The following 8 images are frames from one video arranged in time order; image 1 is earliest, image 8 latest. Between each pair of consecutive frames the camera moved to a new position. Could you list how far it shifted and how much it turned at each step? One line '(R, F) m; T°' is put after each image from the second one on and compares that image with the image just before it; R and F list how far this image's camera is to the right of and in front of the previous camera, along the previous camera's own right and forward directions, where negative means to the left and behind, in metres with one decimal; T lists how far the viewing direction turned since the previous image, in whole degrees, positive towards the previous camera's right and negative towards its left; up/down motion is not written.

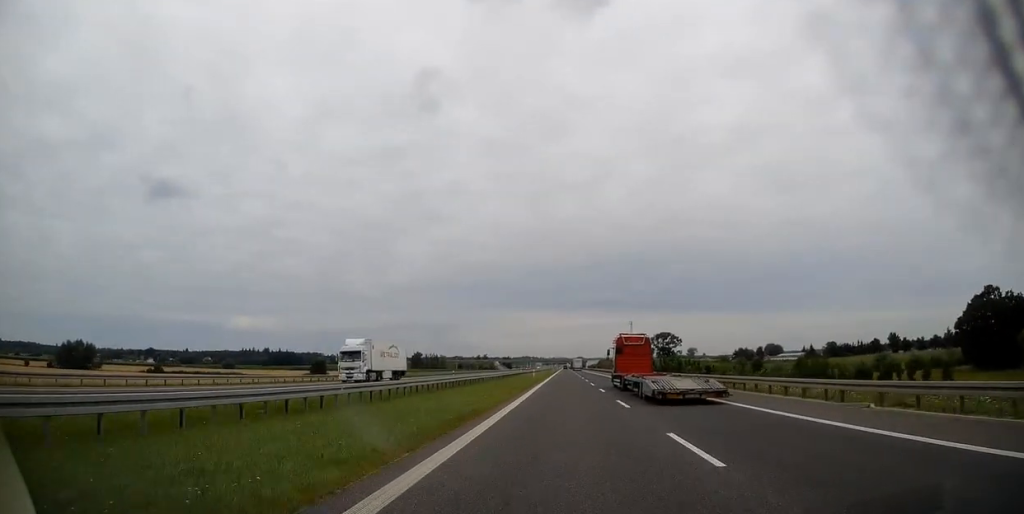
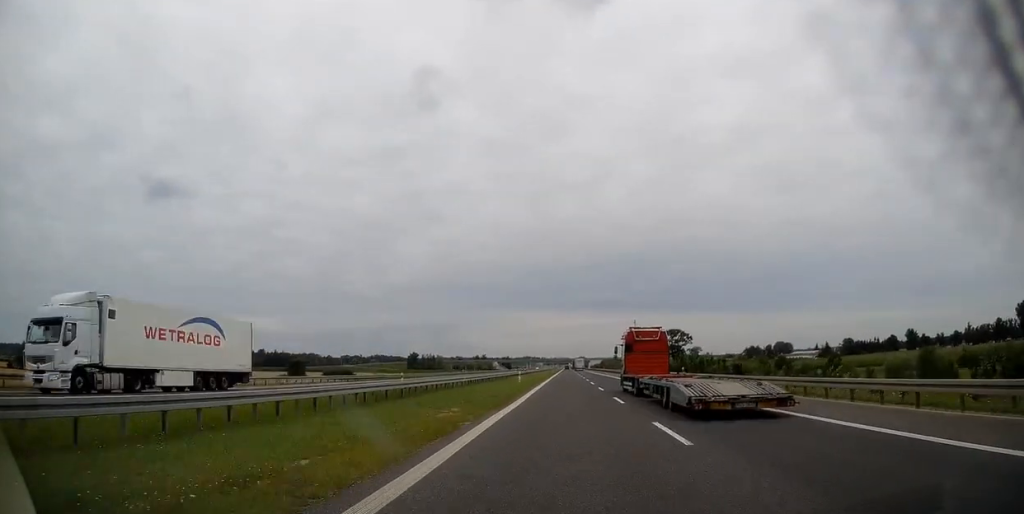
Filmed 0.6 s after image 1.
(0.0, +22.1) m; 0°
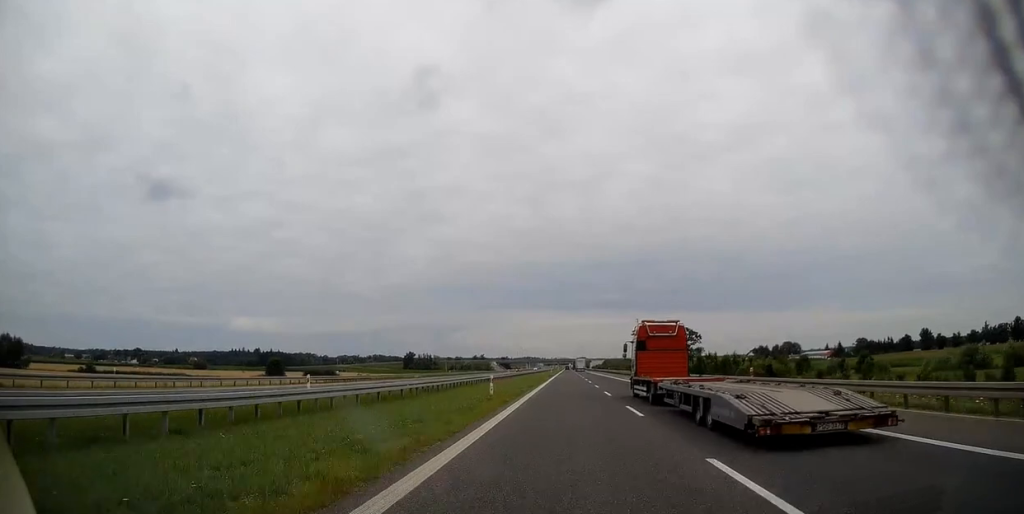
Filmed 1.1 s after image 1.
(-0.2, +17.4) m; 0°
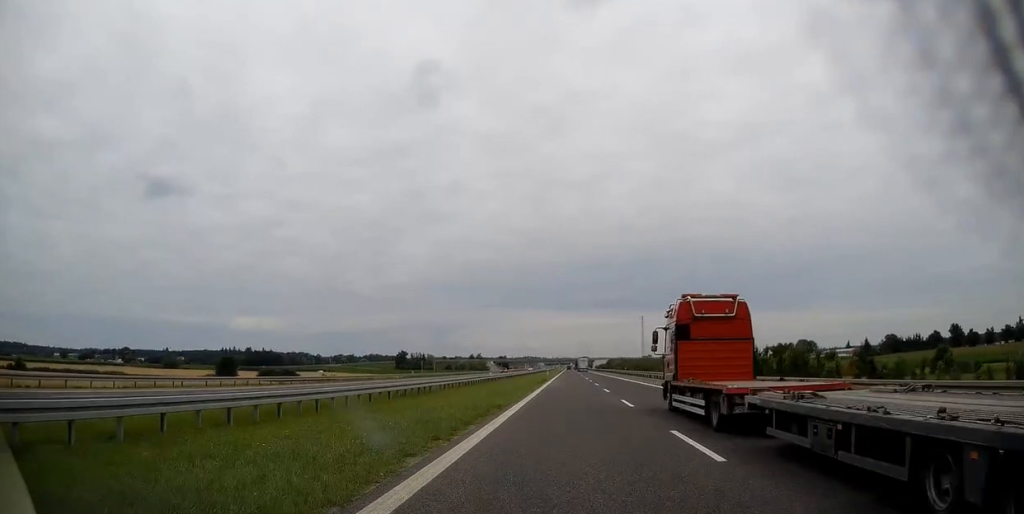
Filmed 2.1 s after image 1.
(+0.1, +32.6) m; 0°
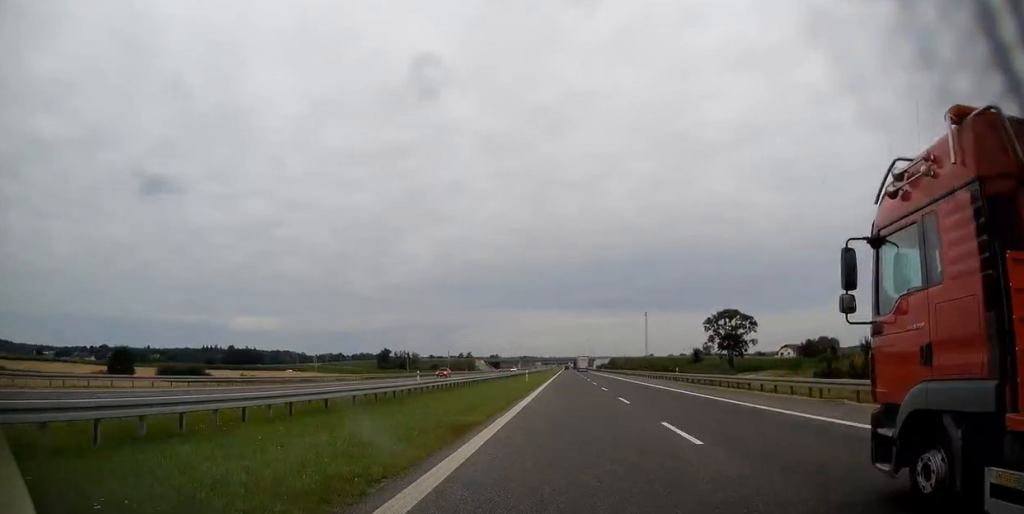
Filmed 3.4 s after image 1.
(-0.2, +46.5) m; 0°
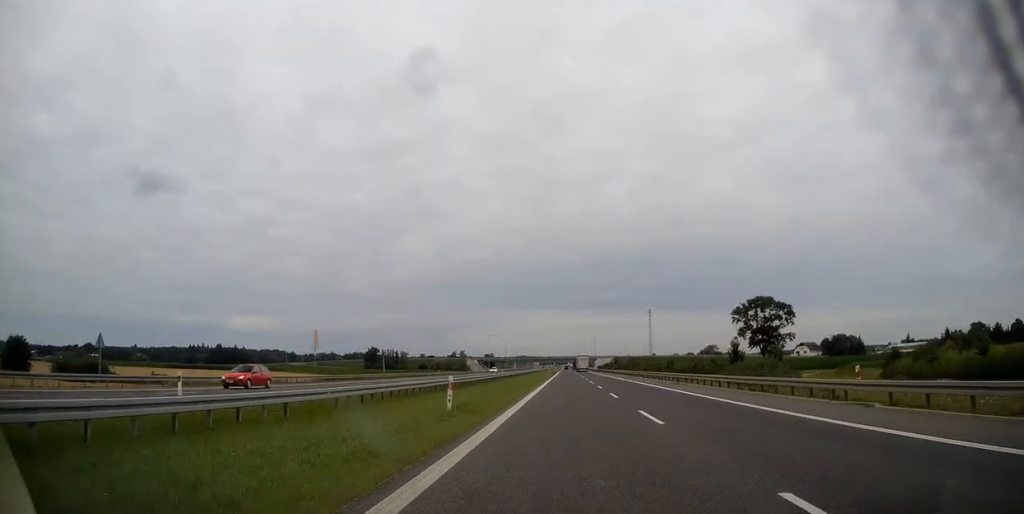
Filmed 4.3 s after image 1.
(+0.4, +32.6) m; 0°
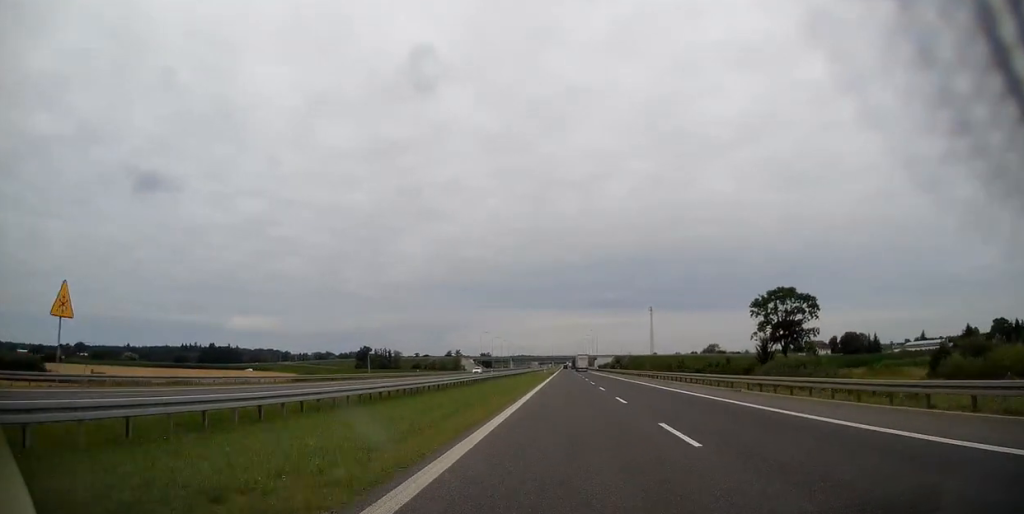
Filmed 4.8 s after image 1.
(-0.1, +16.3) m; 0°
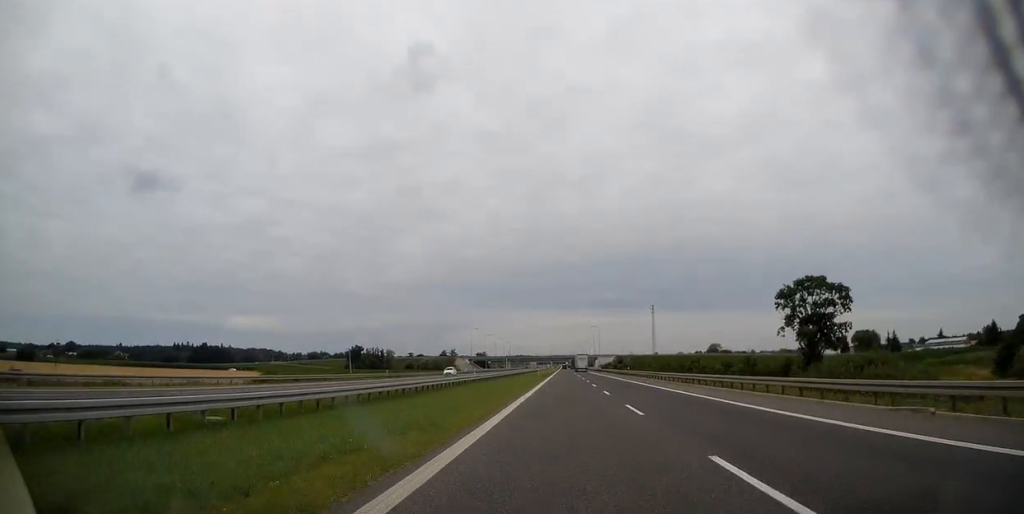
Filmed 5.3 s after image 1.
(-0.2, +17.4) m; 0°
